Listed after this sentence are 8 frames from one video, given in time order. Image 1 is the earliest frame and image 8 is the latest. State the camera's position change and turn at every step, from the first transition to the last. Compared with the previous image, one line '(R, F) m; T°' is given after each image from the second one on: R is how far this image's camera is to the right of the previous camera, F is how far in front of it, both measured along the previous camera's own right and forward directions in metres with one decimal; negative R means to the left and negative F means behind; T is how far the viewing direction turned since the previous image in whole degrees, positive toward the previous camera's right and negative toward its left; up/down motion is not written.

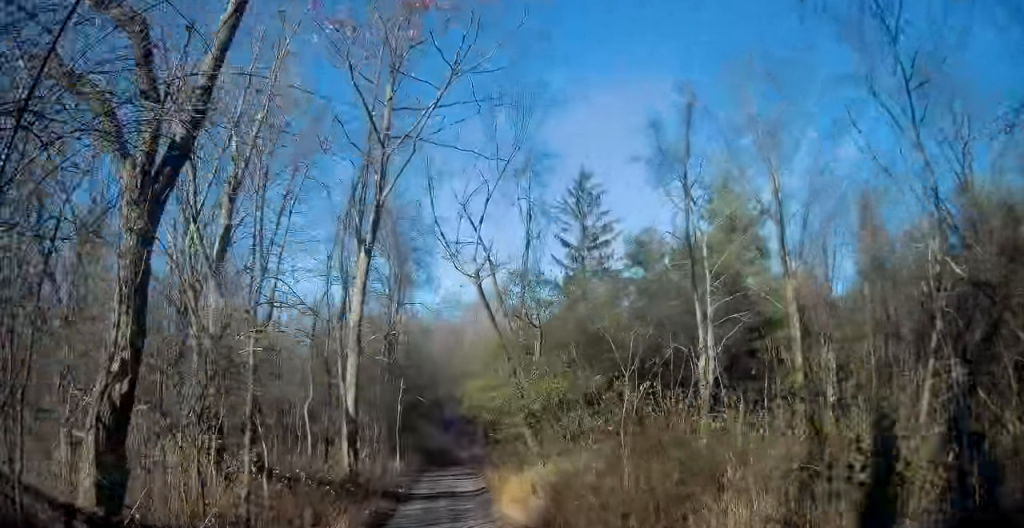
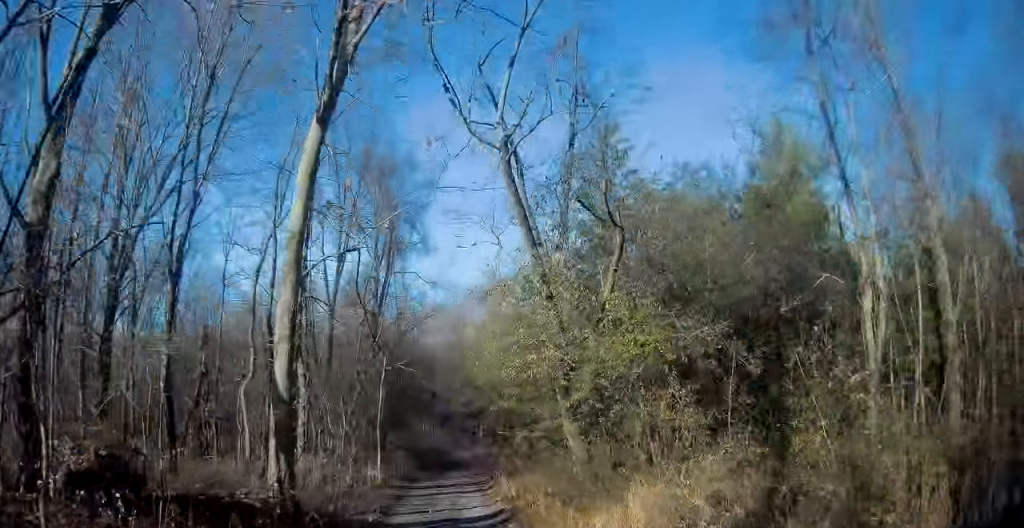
(0.0, +6.7) m; 0°
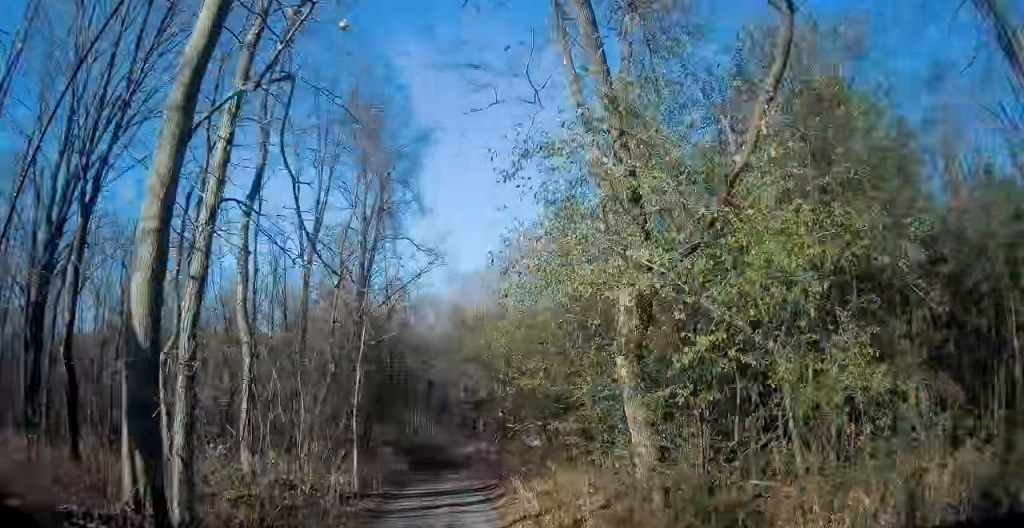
(0.0, +4.6) m; 0°
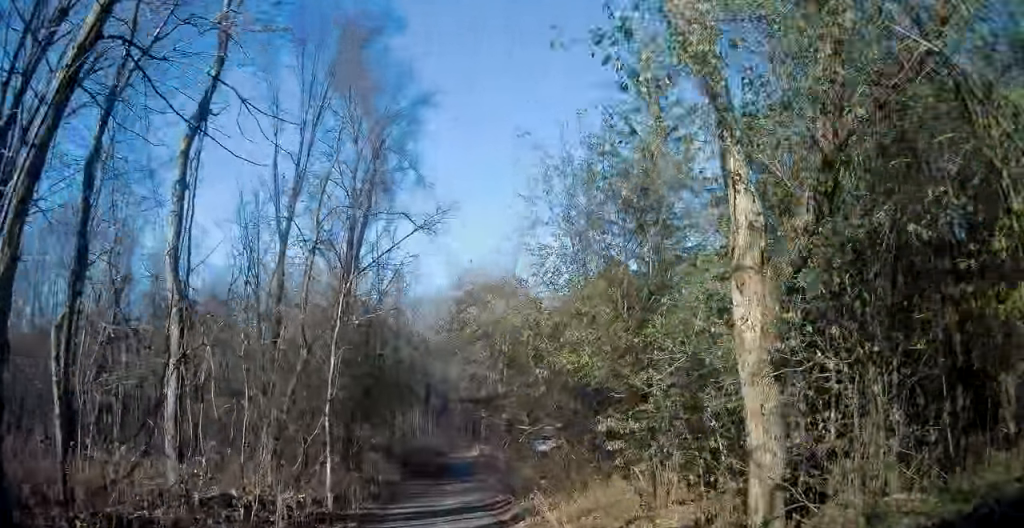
(0.0, +3.3) m; 0°
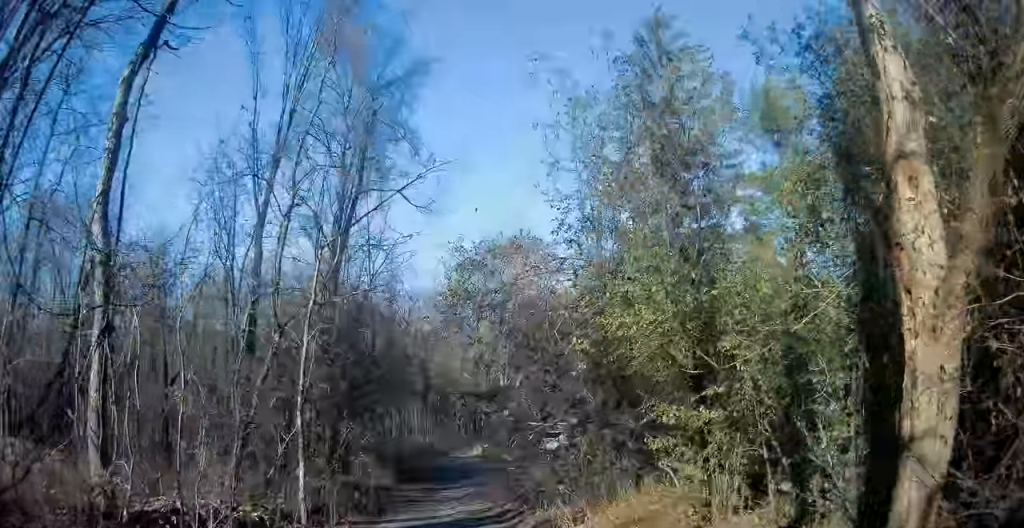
(0.0, +2.0) m; 0°
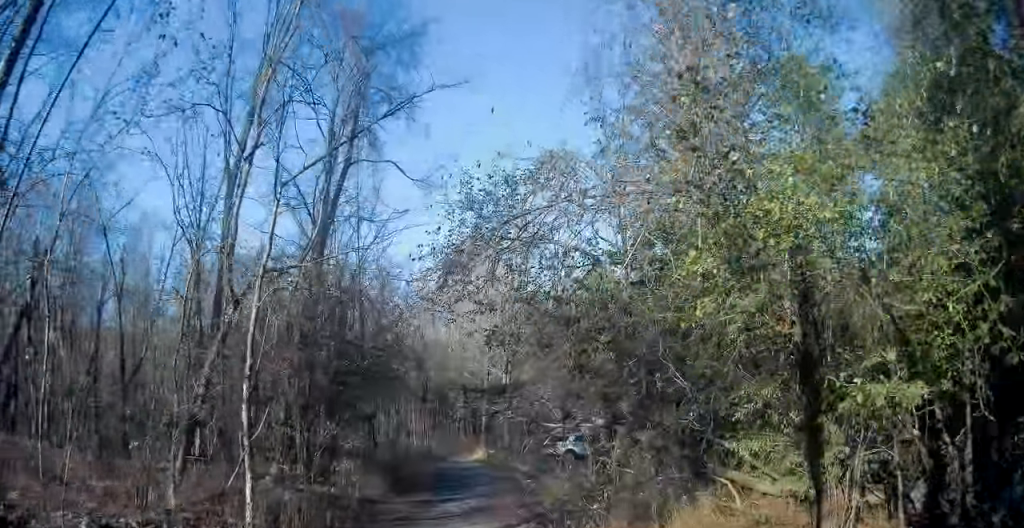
(0.0, +2.3) m; 0°
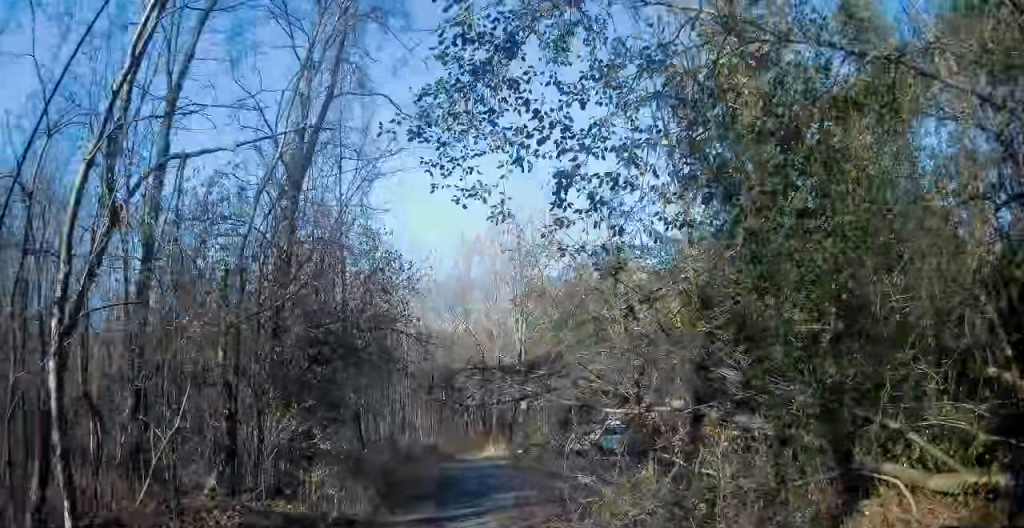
(0.0, +3.6) m; 0°
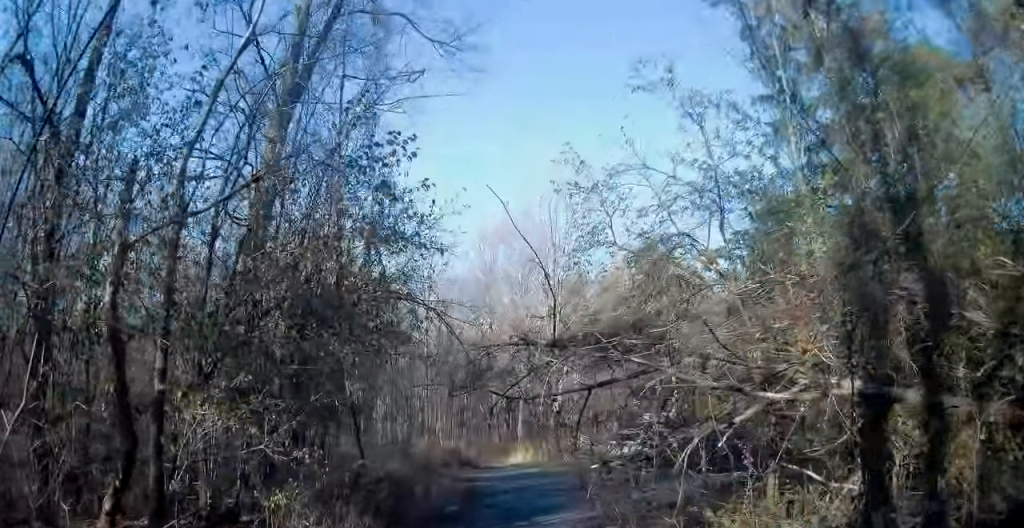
(0.0, +3.3) m; 0°
